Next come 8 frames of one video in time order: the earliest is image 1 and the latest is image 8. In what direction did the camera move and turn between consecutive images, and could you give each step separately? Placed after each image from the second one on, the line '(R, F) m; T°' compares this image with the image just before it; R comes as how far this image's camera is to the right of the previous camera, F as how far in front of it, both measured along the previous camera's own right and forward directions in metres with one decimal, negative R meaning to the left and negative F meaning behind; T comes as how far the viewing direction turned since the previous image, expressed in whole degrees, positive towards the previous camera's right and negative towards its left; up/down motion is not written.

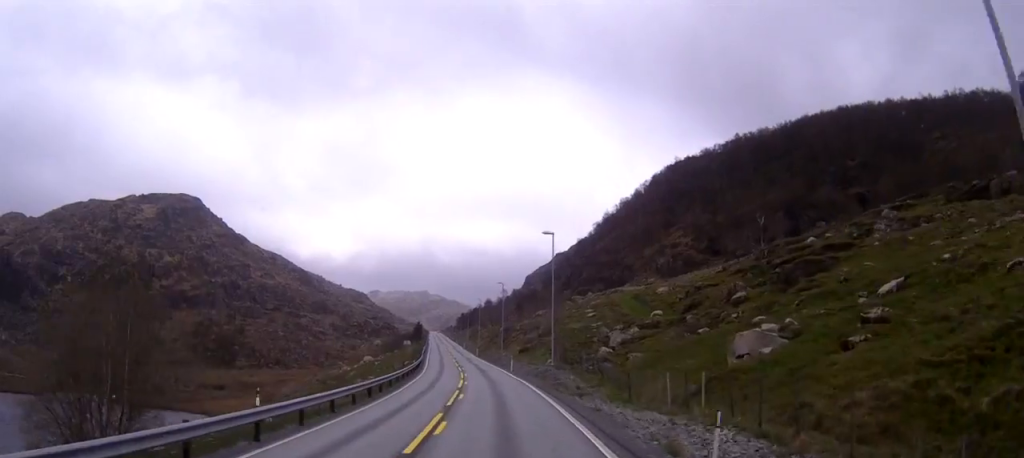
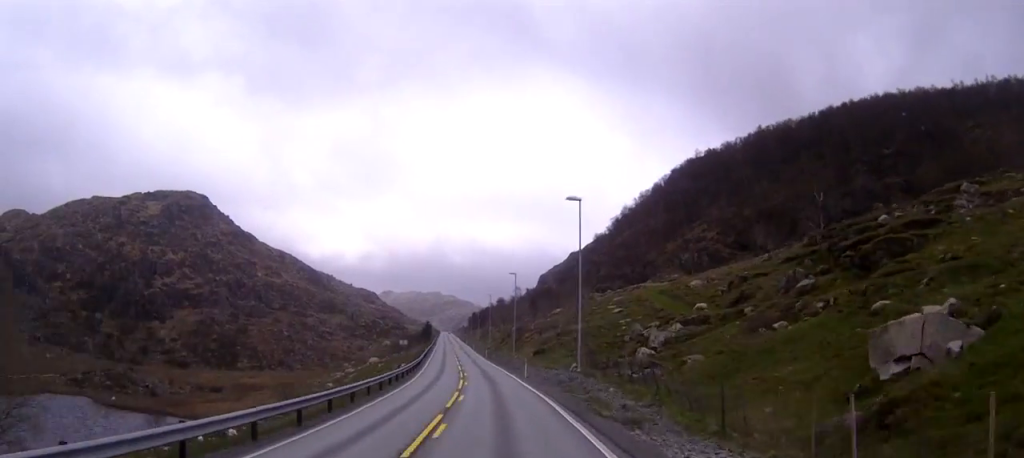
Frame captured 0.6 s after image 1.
(0.0, +12.4) m; -1°
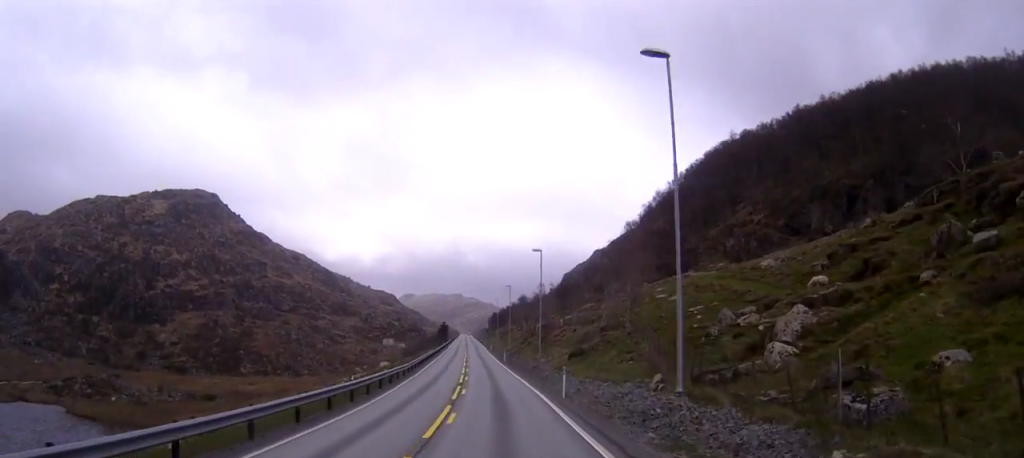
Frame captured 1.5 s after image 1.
(-0.2, +20.4) m; -1°
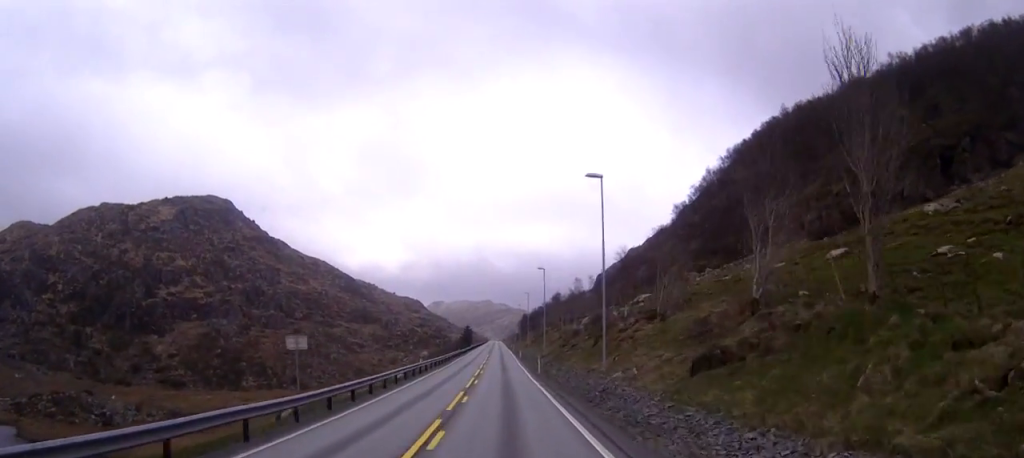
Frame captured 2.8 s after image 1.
(-0.4, +28.7) m; -2°
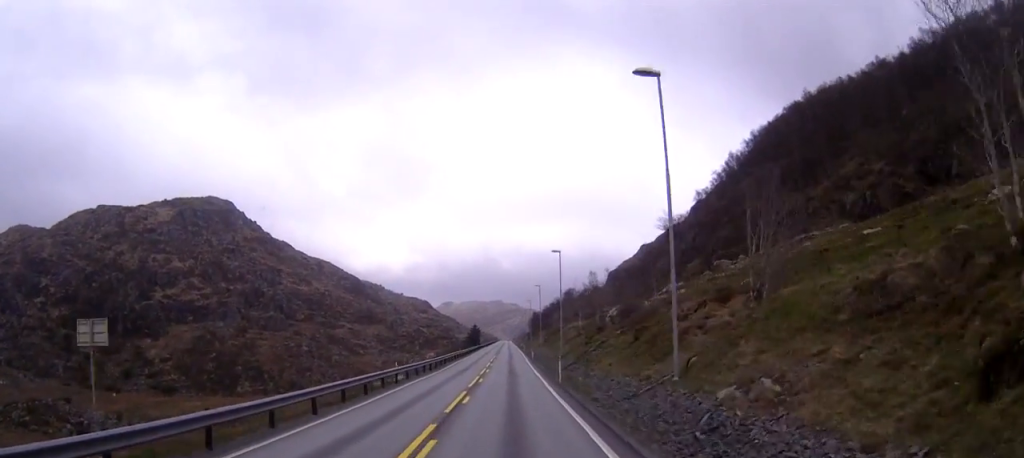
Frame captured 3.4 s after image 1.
(-0.2, +14.0) m; -1°
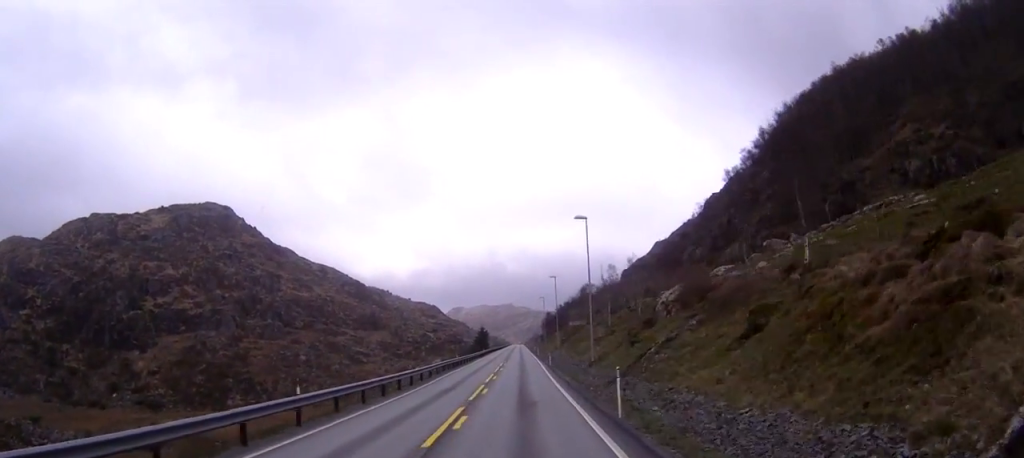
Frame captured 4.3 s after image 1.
(-0.1, +18.4) m; 0°
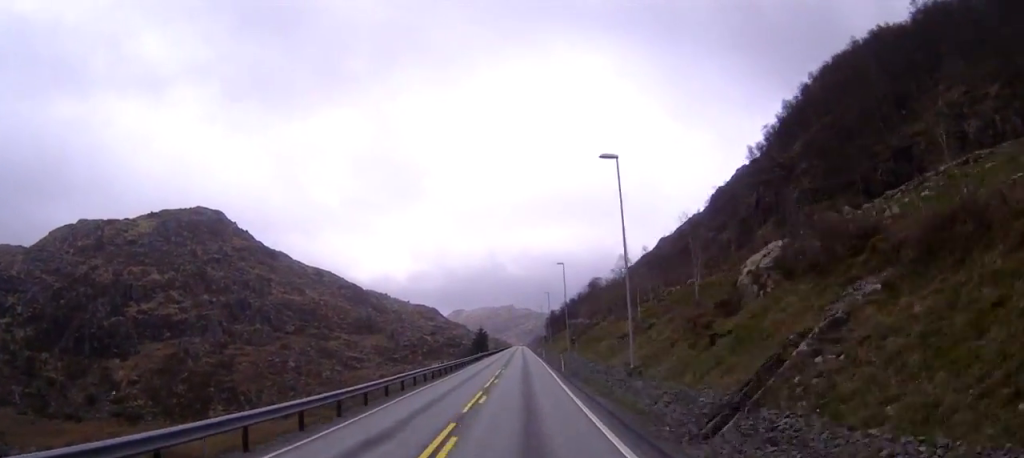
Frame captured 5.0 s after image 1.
(0.0, +16.0) m; 0°
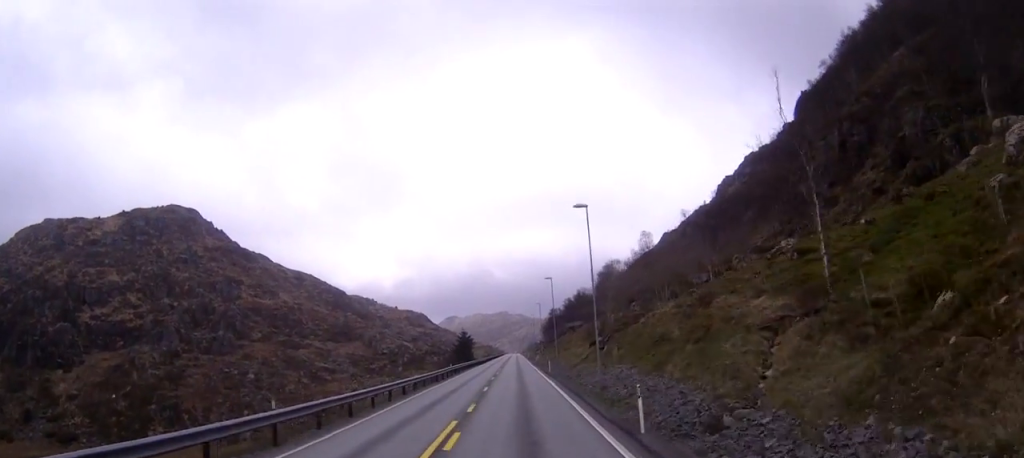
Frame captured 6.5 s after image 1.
(0.0, +33.2) m; 0°
